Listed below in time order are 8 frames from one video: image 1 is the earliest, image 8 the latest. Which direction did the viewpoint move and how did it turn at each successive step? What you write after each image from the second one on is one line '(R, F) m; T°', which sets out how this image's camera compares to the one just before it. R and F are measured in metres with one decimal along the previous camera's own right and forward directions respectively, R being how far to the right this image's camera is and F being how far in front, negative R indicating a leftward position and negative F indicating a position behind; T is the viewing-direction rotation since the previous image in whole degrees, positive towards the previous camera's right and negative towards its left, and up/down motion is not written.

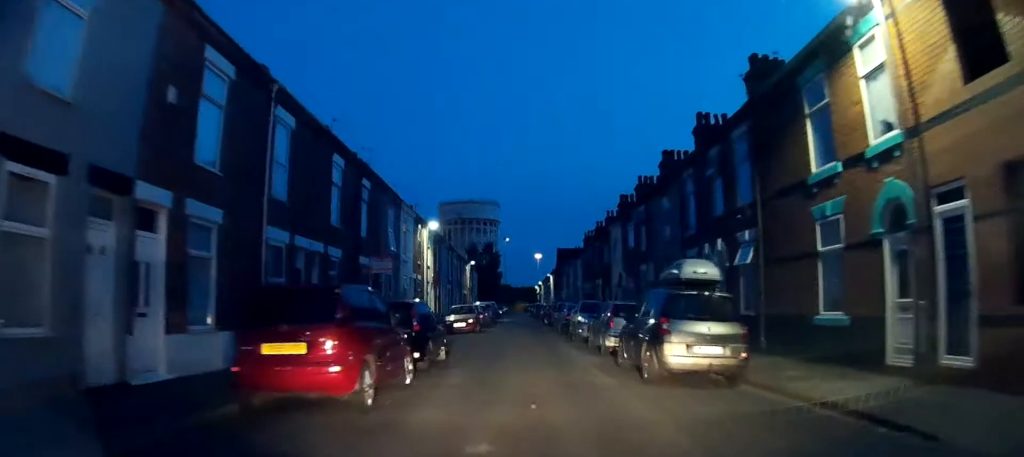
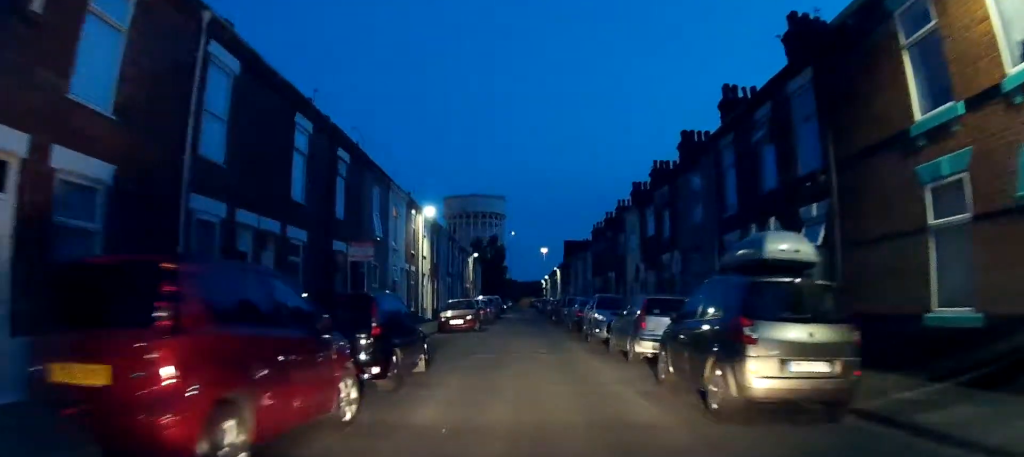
(0.0, +3.7) m; 0°
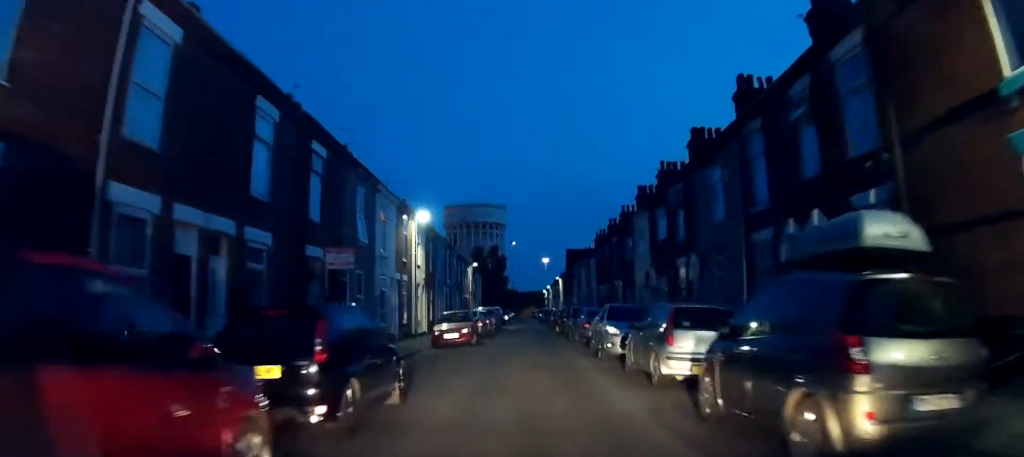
(0.0, +2.5) m; -1°
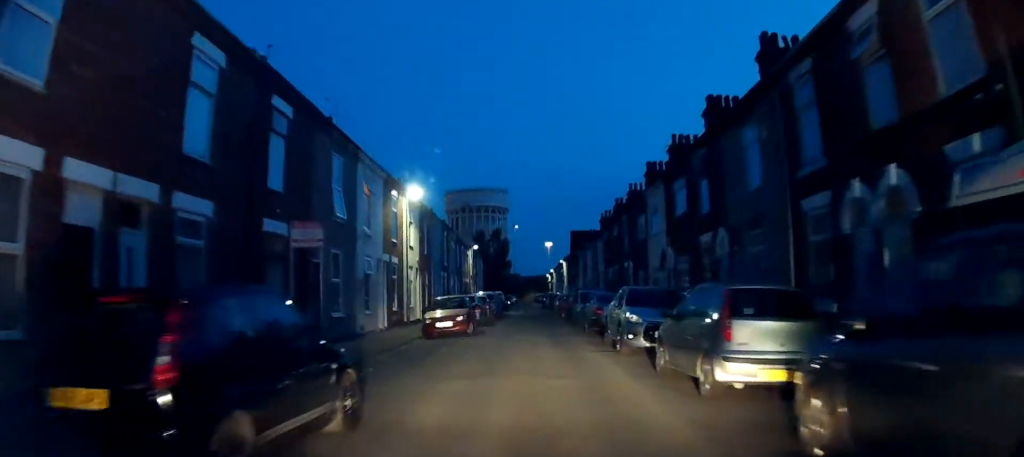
(0.0, +3.1) m; -1°
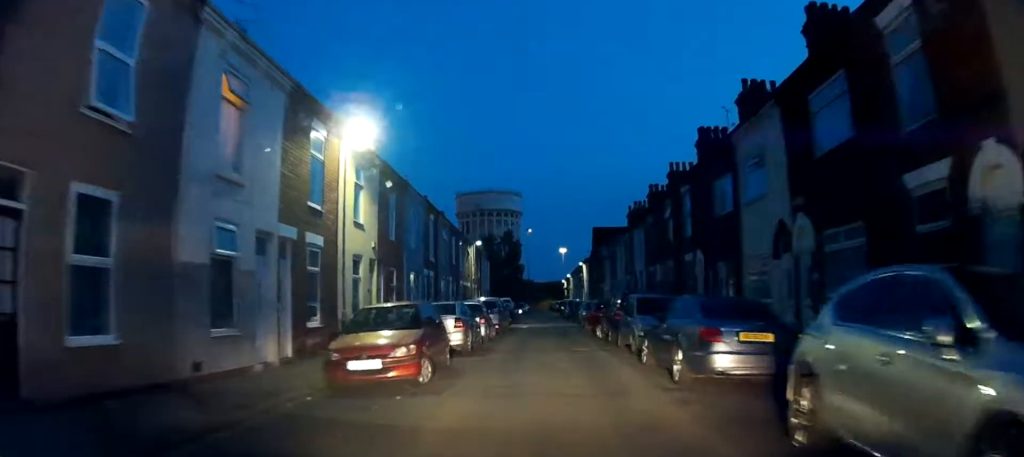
(-0.4, +13.4) m; -2°
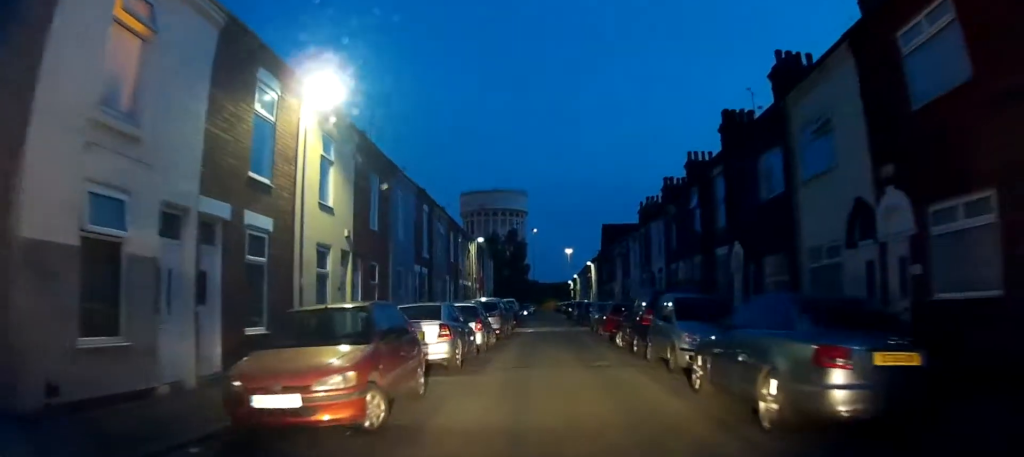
(0.0, +4.2) m; +1°
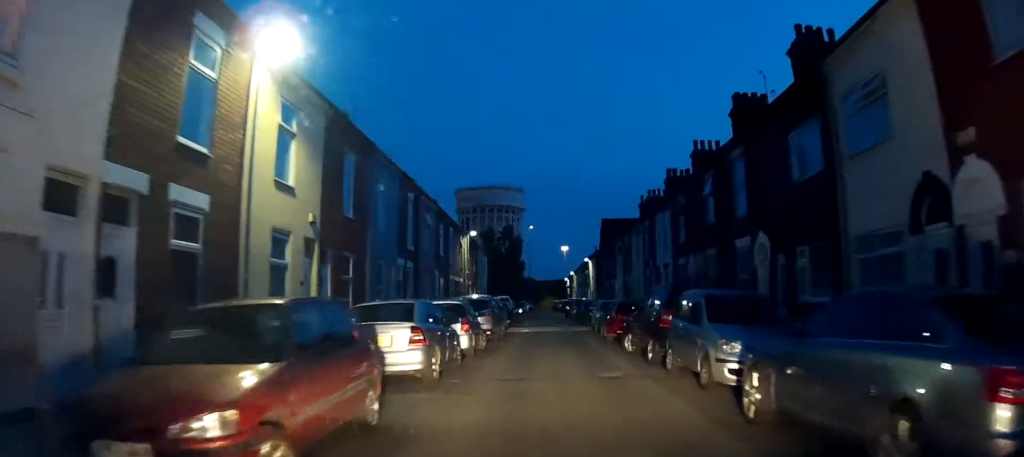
(+0.1, +2.8) m; +1°
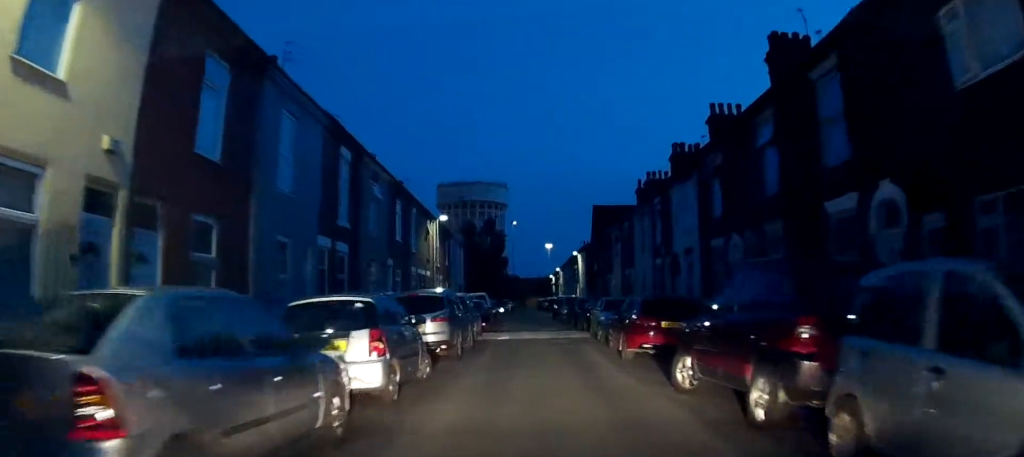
(0.0, +7.8) m; 0°
